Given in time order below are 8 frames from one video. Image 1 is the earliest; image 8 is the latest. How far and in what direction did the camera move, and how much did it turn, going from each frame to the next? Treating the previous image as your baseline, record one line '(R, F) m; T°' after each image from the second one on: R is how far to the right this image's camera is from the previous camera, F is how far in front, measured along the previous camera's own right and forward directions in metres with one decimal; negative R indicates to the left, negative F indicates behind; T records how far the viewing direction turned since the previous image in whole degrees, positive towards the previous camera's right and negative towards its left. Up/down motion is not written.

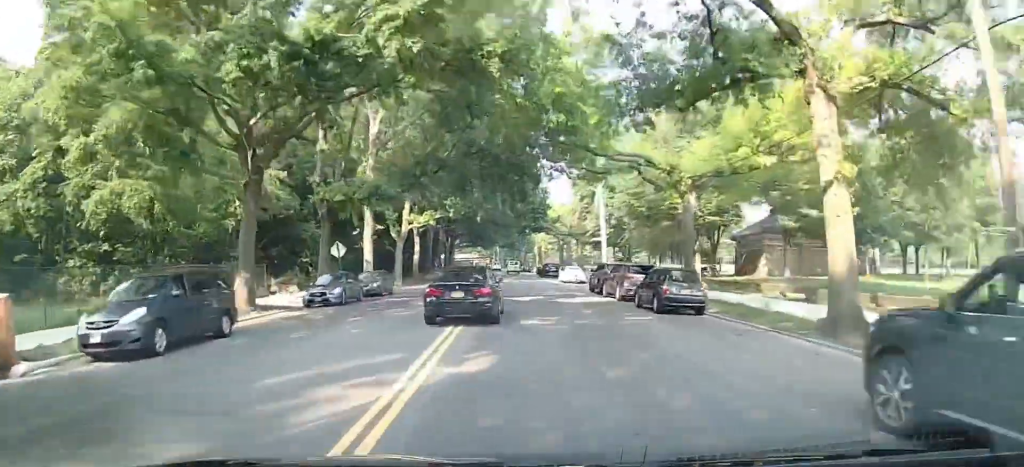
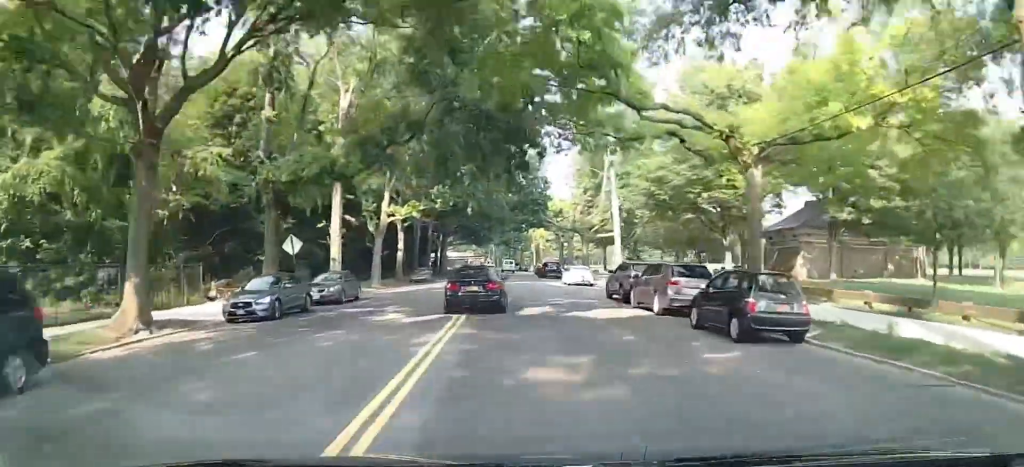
(+0.1, +6.5) m; +1°
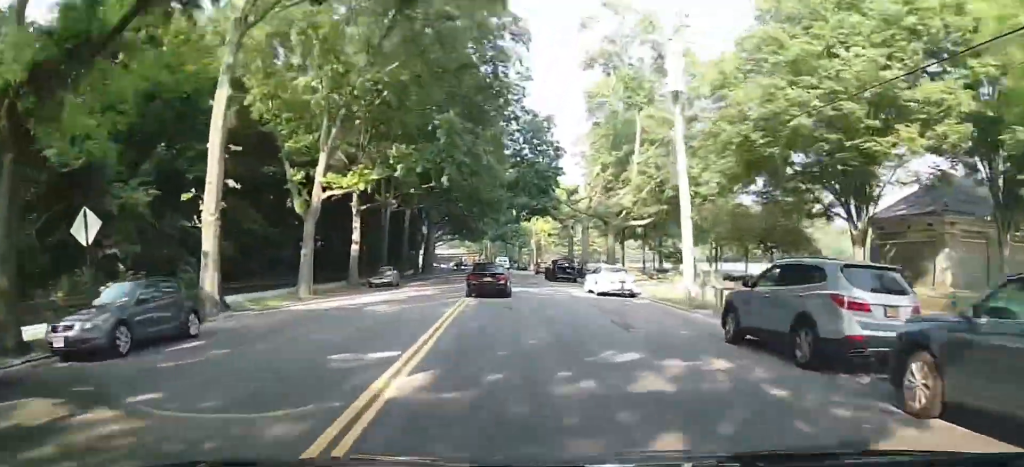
(+0.1, +14.1) m; 0°
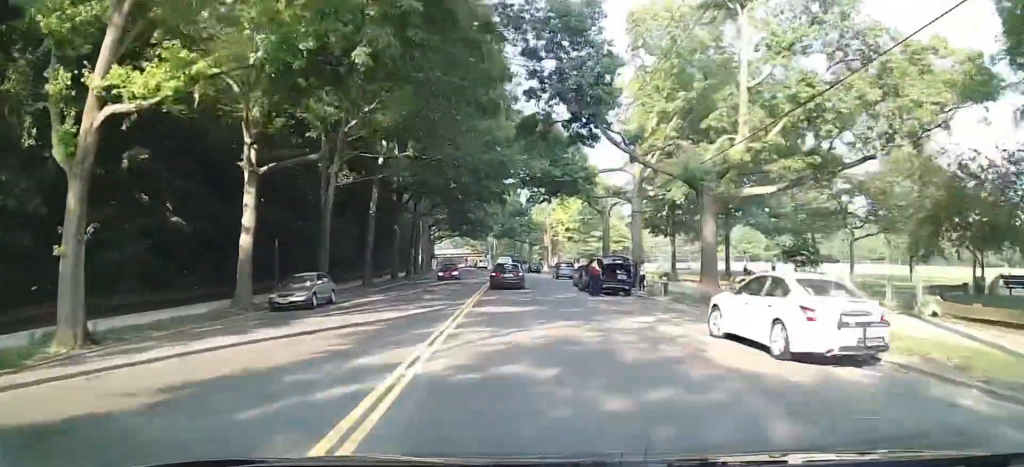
(-0.3, +17.4) m; -1°
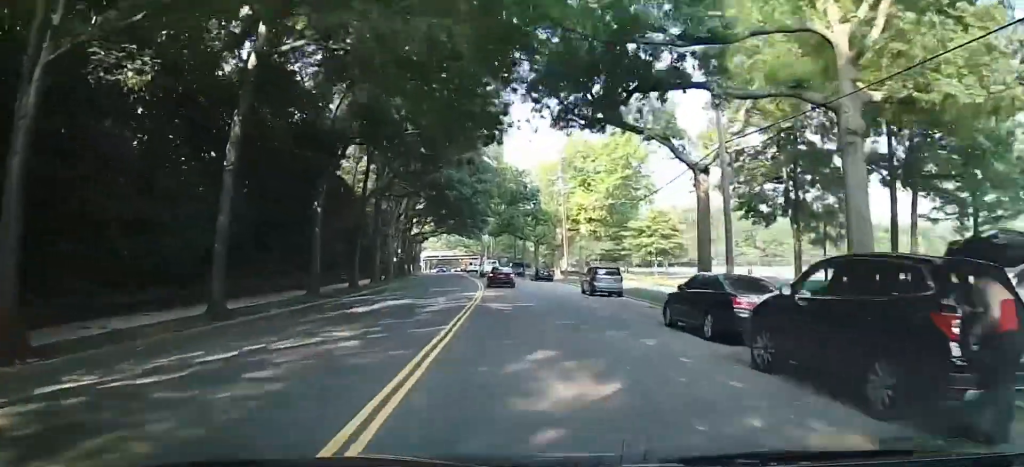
(+0.3, +22.7) m; +2°
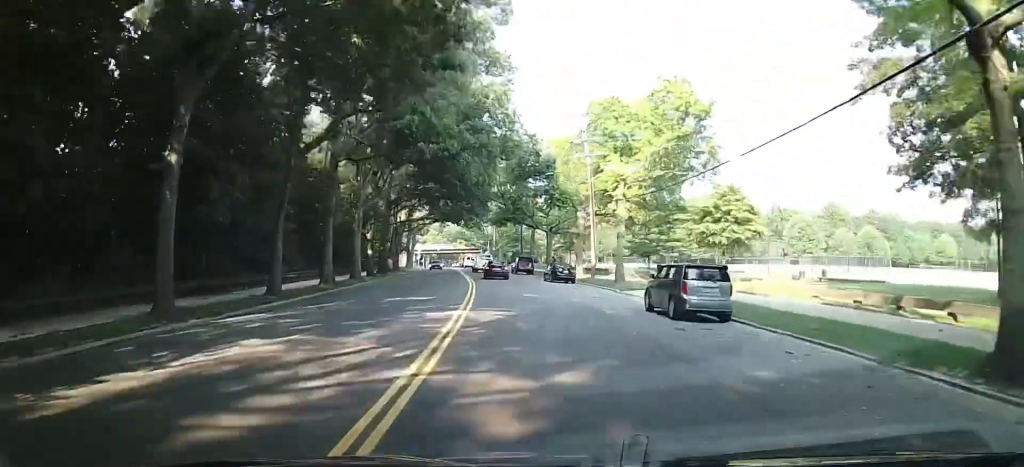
(+0.1, +16.0) m; 0°
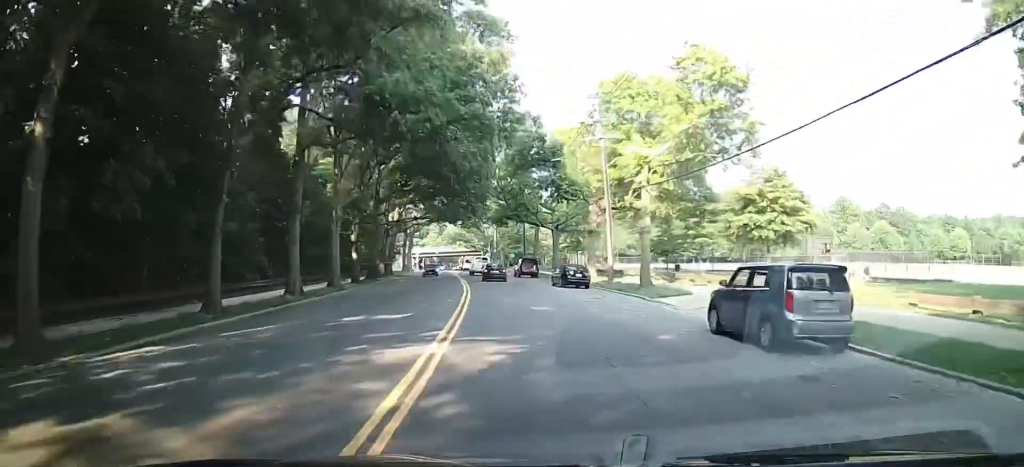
(0.0, +6.6) m; 0°
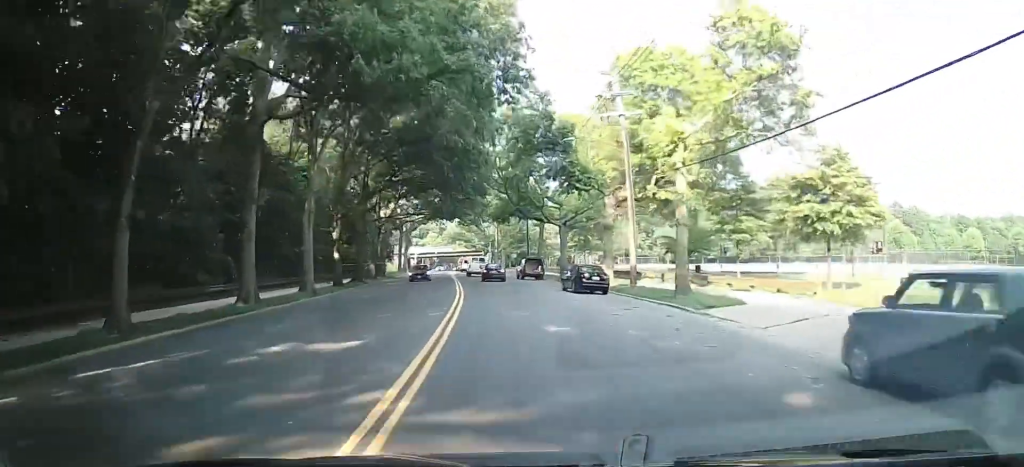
(-0.1, +6.2) m; -1°
